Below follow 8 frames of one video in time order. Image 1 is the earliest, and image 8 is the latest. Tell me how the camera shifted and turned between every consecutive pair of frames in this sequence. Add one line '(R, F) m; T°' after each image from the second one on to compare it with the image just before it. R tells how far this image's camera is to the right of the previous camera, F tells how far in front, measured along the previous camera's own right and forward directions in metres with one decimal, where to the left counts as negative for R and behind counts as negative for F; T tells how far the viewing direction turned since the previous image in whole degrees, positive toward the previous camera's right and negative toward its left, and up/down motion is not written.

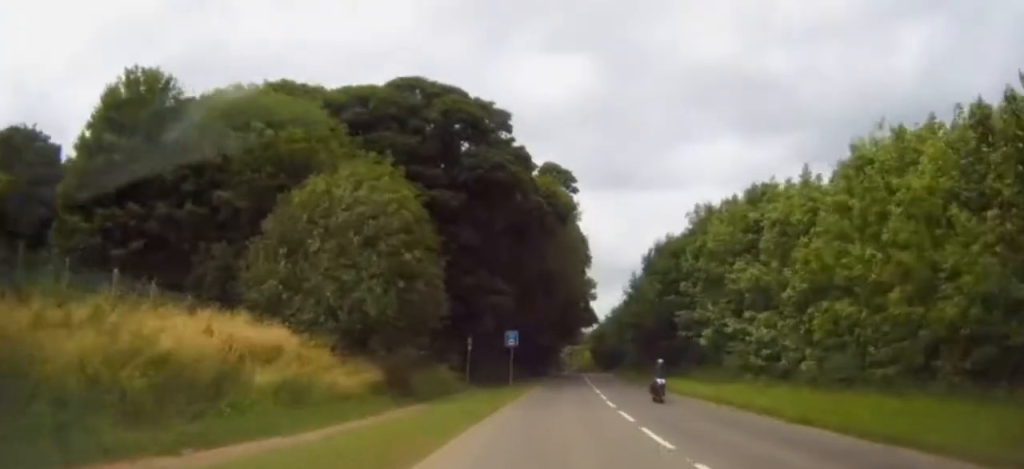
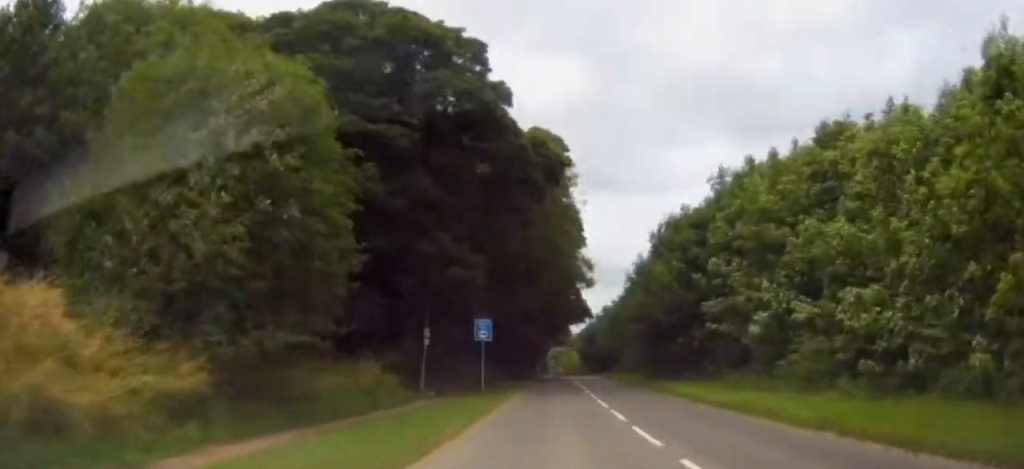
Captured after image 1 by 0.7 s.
(+0.2, +11.2) m; +1°
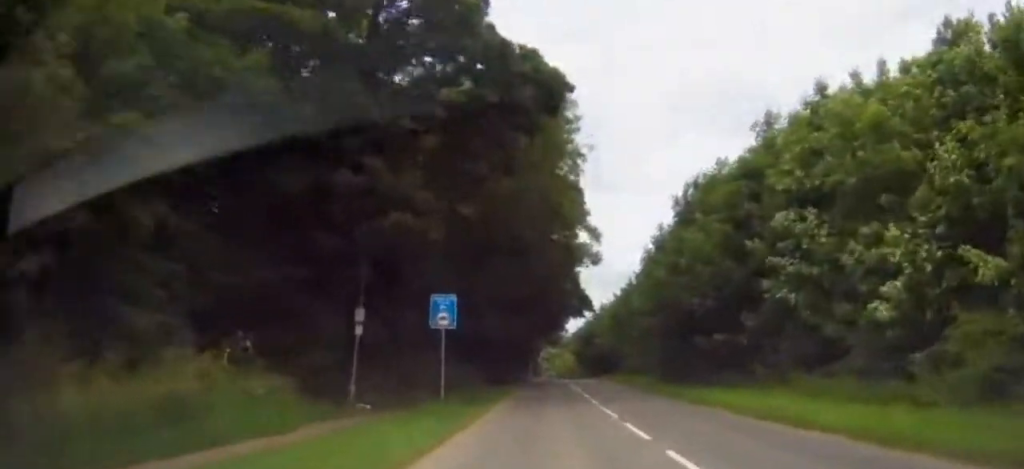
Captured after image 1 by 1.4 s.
(+0.1, +10.7) m; +1°
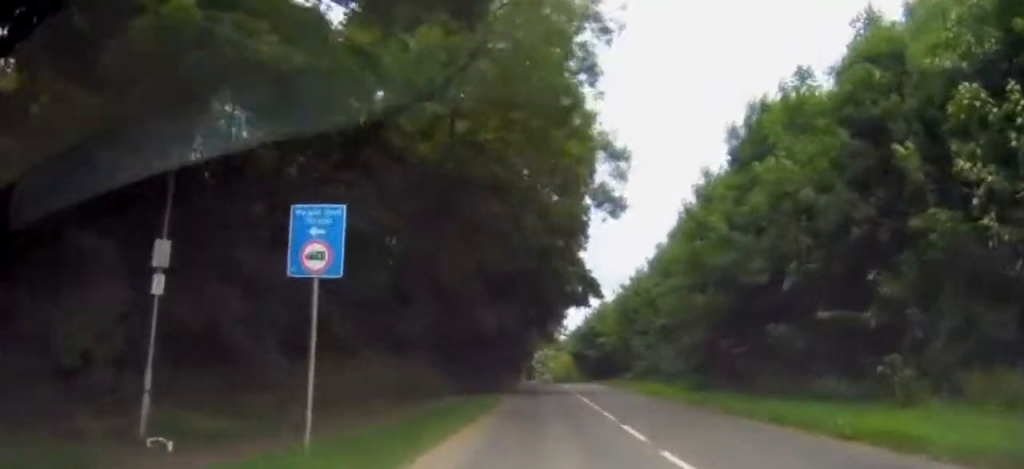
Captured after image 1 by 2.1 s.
(+0.2, +11.7) m; 0°
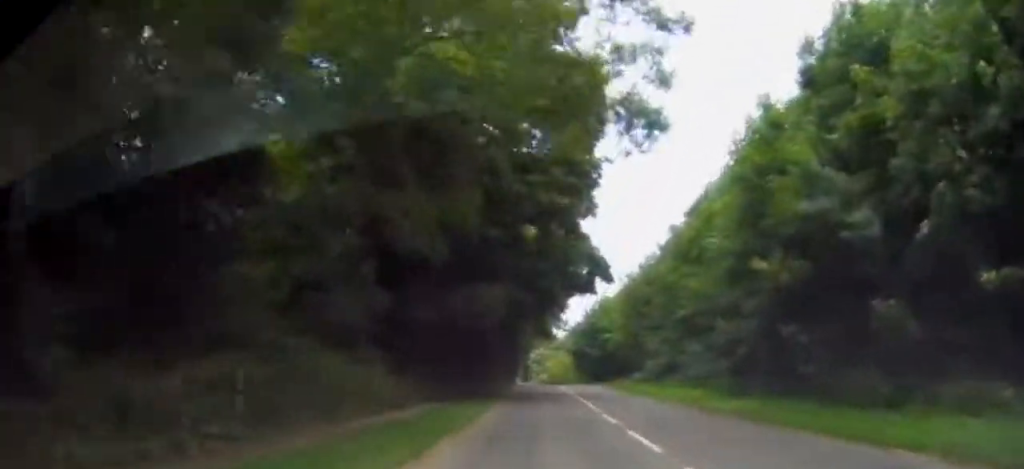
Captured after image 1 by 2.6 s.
(-0.1, +7.9) m; 0°
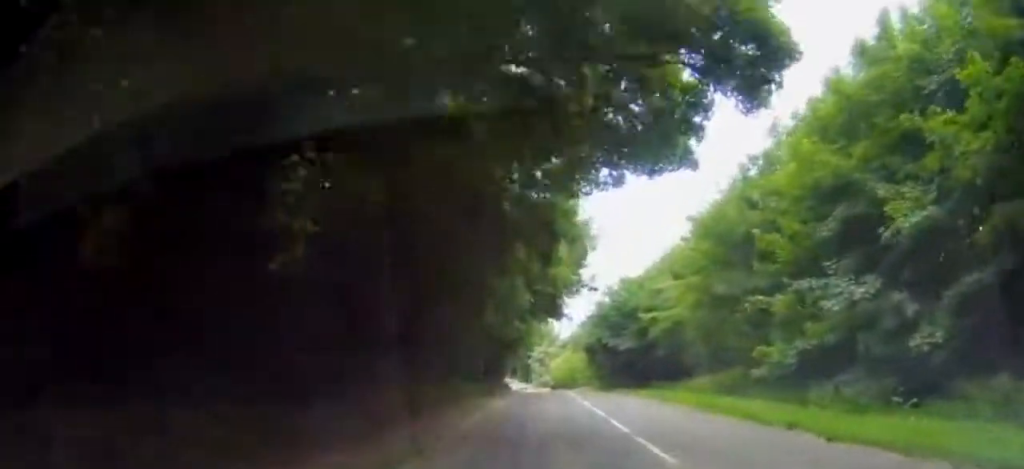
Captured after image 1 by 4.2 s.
(+0.2, +24.6) m; +1°
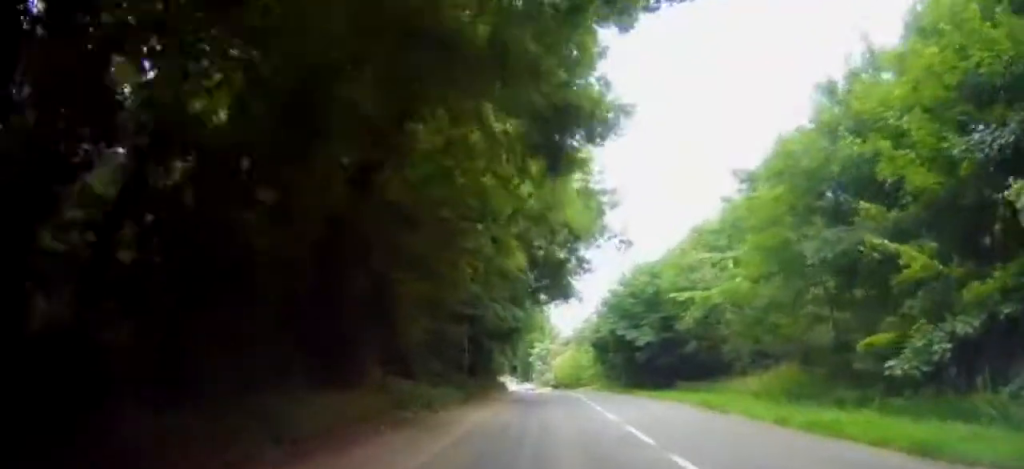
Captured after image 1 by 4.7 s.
(0.0, +8.9) m; -1°
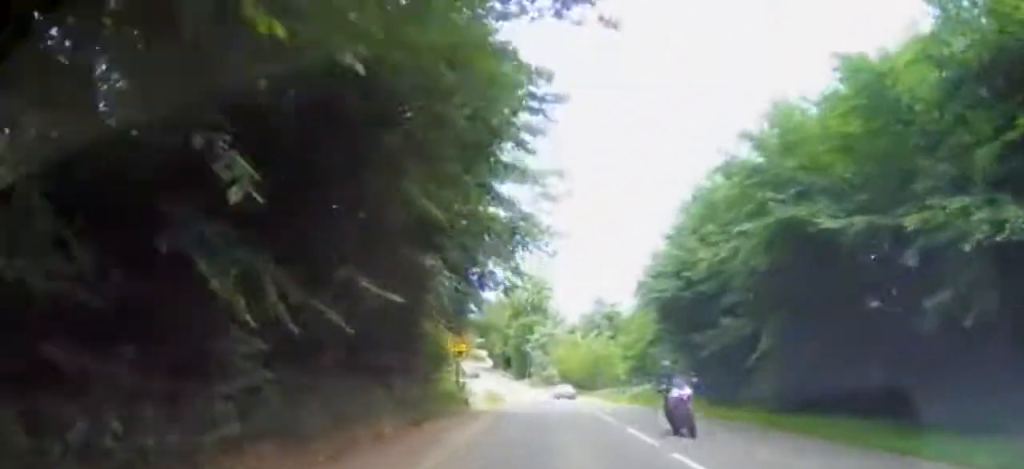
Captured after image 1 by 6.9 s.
(-0.6, +34.5) m; -2°
